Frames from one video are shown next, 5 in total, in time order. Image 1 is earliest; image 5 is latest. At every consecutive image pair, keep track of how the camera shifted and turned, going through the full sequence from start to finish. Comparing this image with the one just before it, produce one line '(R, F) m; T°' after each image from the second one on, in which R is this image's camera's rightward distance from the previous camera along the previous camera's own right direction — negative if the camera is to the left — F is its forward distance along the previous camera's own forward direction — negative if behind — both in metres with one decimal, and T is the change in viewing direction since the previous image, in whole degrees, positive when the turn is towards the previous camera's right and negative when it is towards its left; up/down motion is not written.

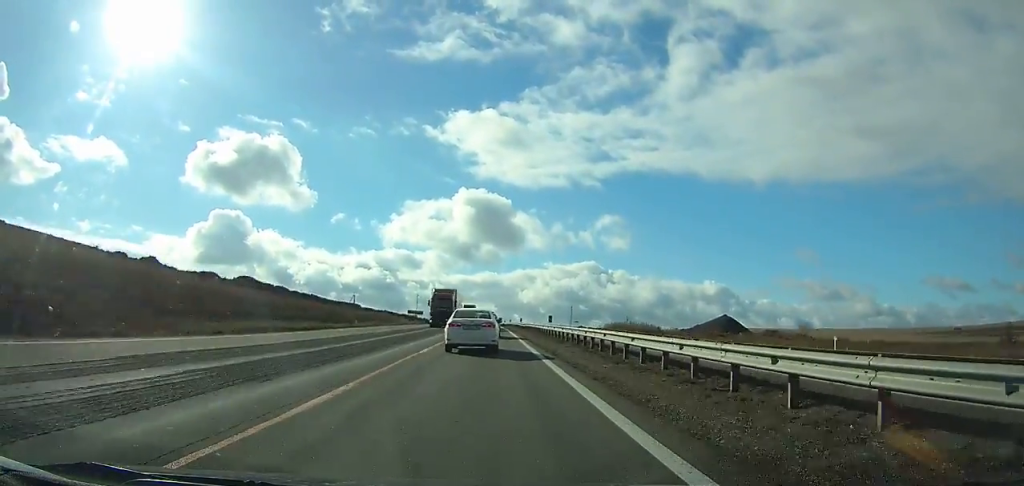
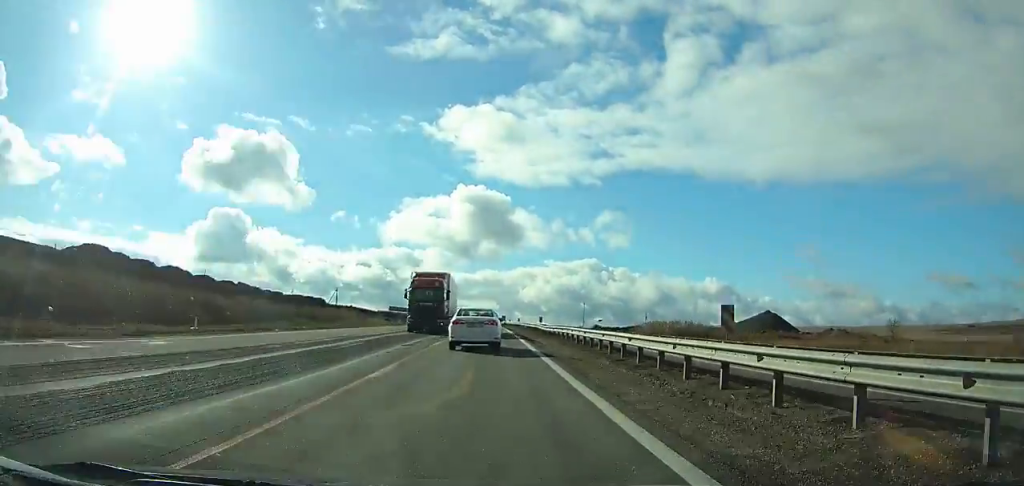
(0.0, +32.1) m; 0°
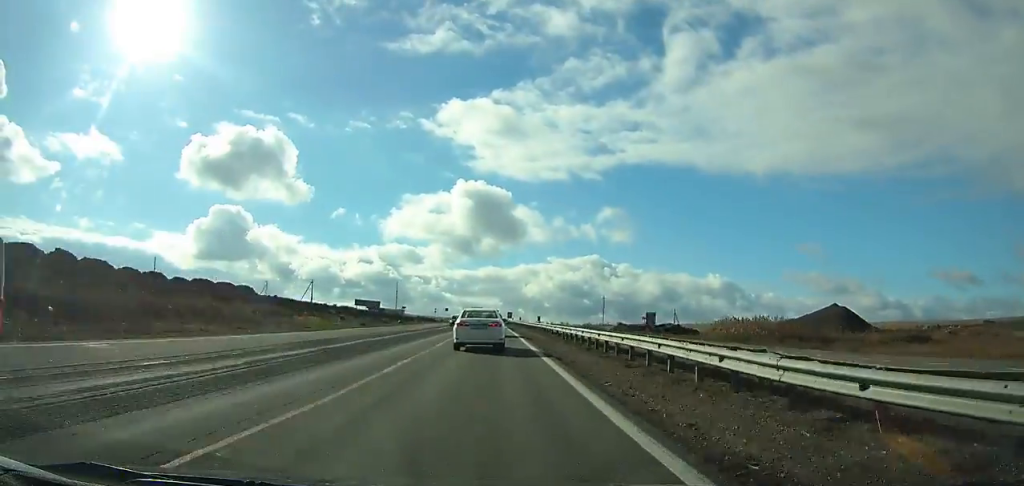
(0.0, +36.7) m; 0°
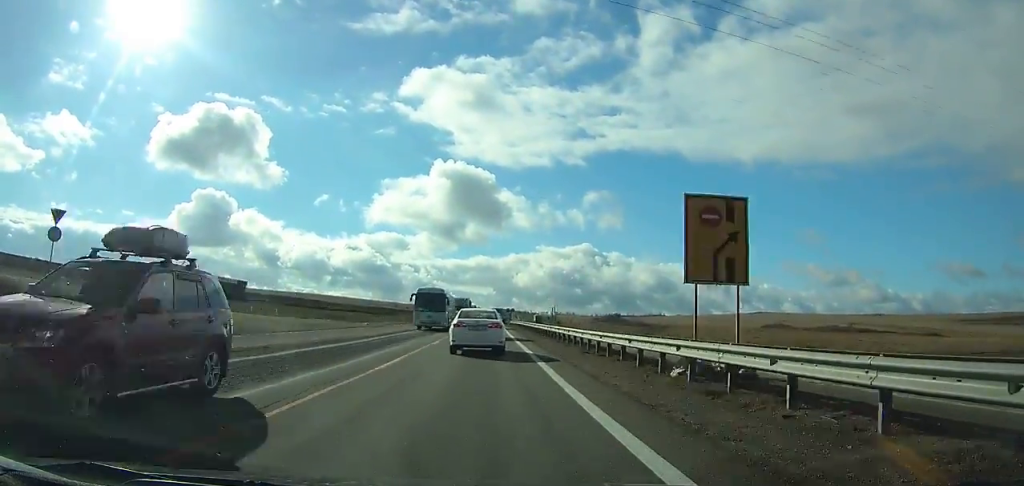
(-1.2, +178.3) m; 0°
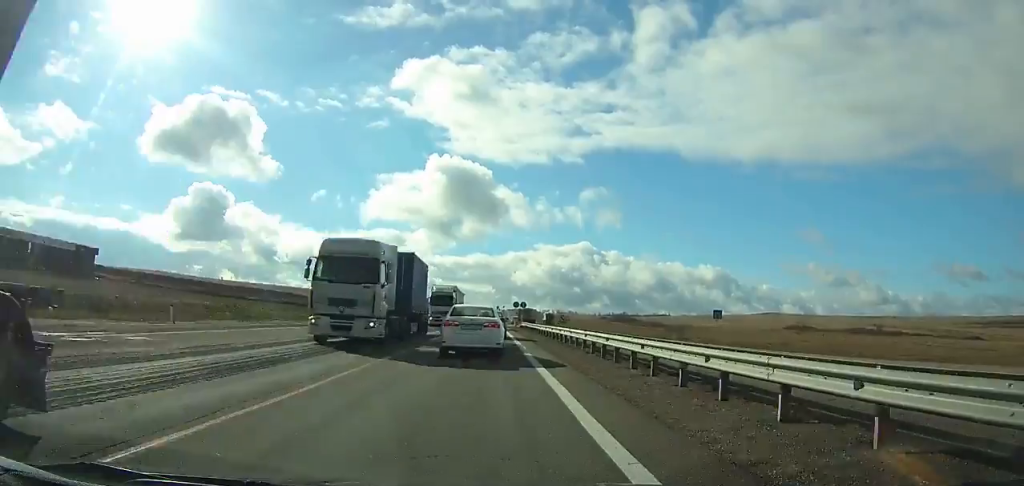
(+0.2, +46.2) m; 0°
